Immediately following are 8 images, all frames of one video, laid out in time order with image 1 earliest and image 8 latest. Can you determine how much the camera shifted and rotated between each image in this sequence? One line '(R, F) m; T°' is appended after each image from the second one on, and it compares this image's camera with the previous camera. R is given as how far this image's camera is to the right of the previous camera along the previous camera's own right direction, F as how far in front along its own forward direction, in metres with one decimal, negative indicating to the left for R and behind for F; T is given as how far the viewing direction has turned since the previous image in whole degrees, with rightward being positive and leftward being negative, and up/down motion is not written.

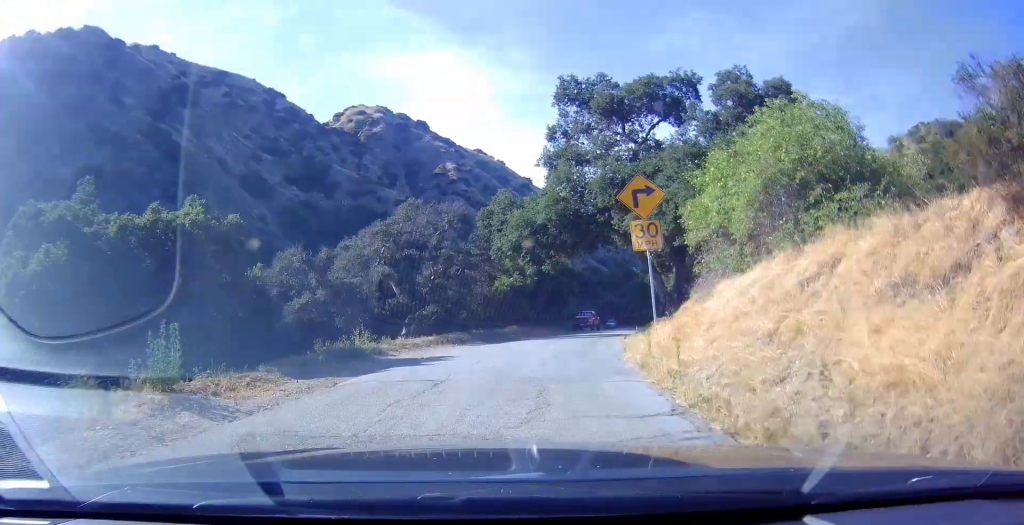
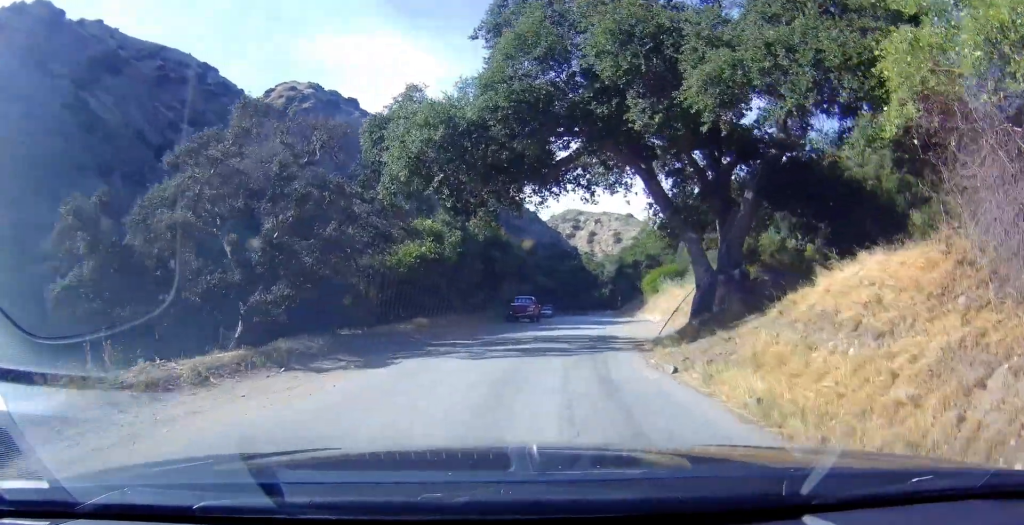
(0.0, +15.2) m; +1°
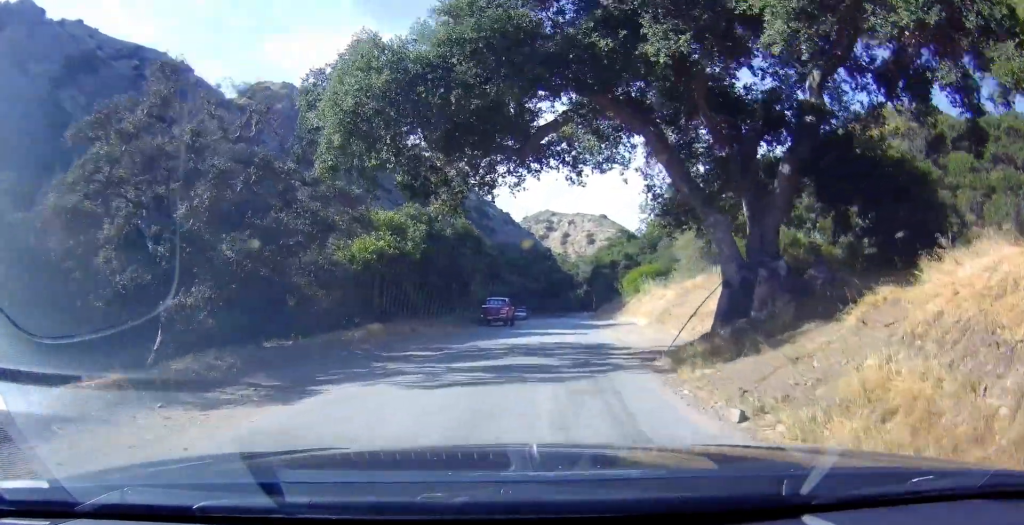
(+0.1, +4.4) m; +1°
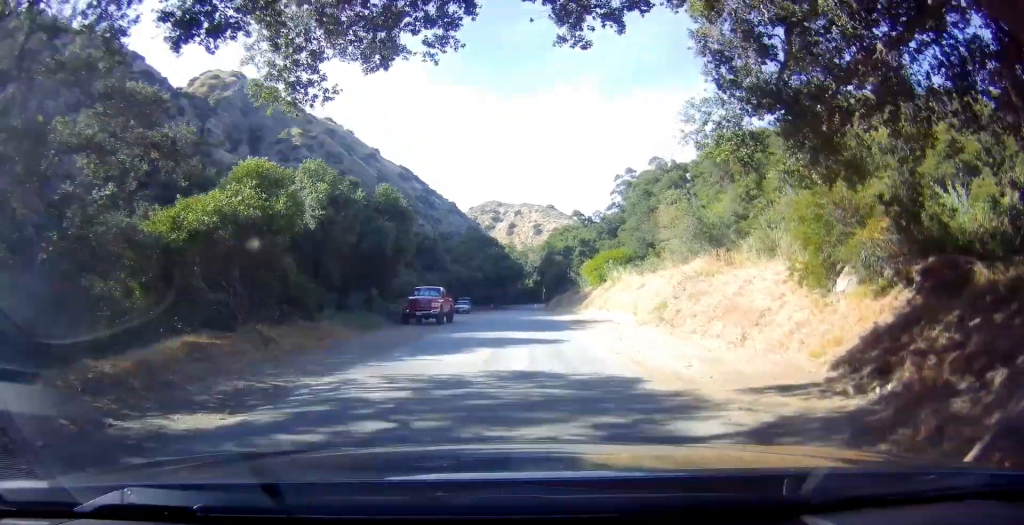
(+0.2, +11.1) m; +1°
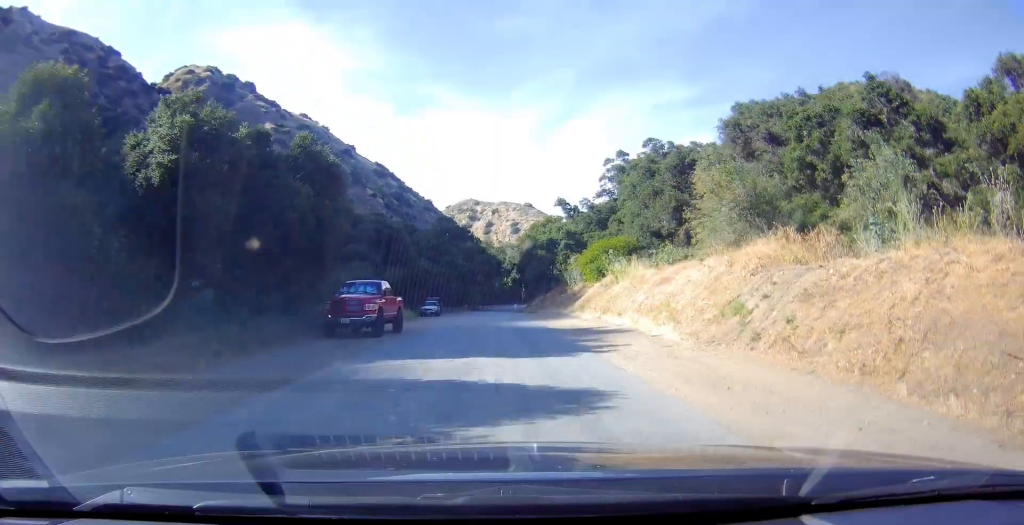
(0.0, +11.0) m; +1°
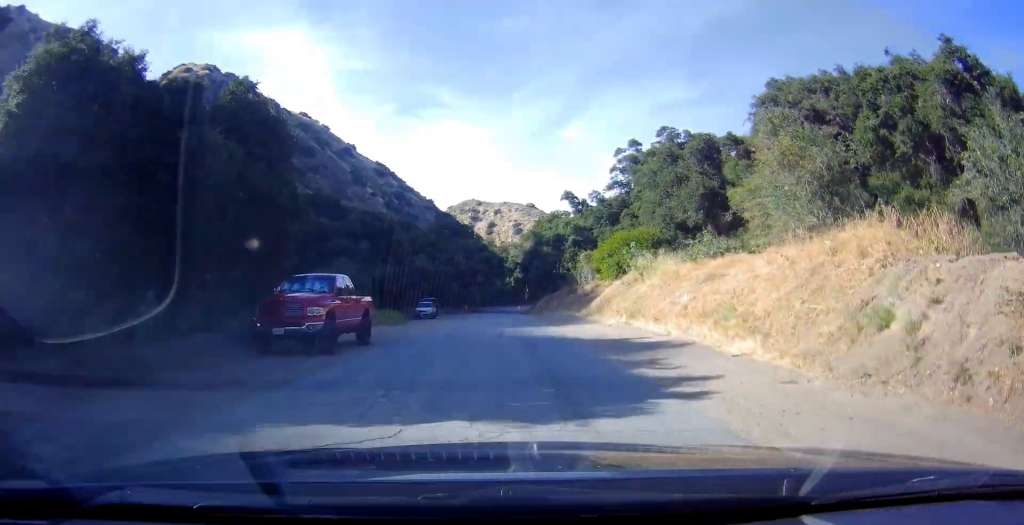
(-0.1, +6.4) m; +1°
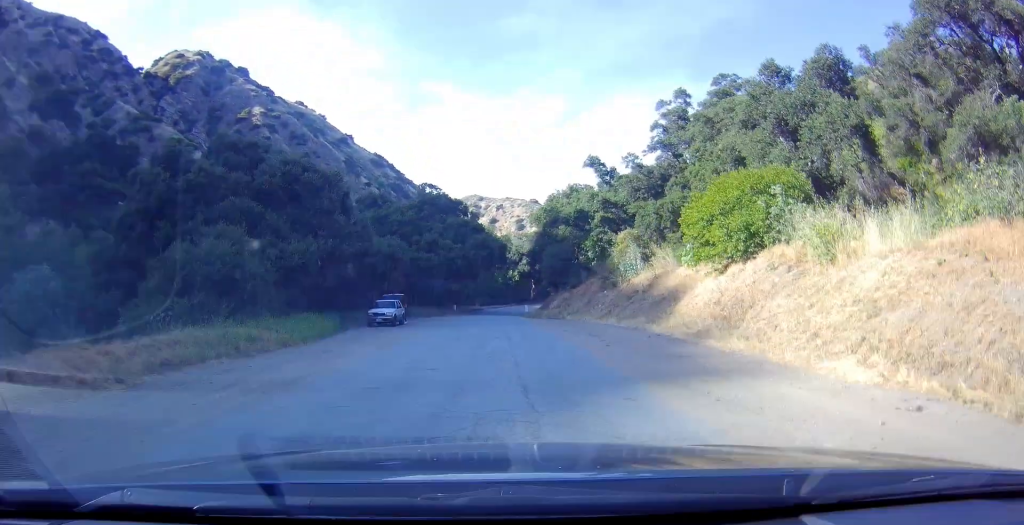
(+0.8, +20.4) m; +4°
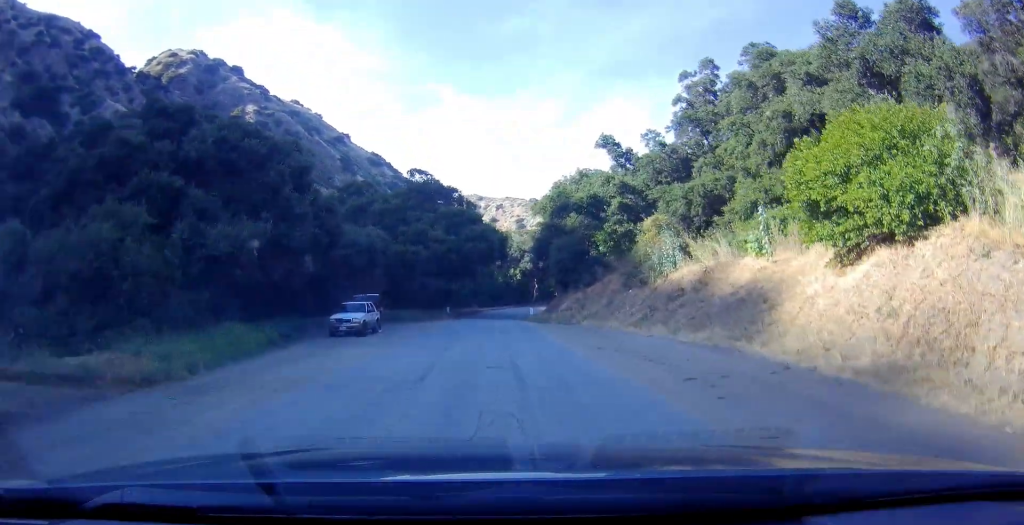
(+0.3, +8.7) m; 0°
